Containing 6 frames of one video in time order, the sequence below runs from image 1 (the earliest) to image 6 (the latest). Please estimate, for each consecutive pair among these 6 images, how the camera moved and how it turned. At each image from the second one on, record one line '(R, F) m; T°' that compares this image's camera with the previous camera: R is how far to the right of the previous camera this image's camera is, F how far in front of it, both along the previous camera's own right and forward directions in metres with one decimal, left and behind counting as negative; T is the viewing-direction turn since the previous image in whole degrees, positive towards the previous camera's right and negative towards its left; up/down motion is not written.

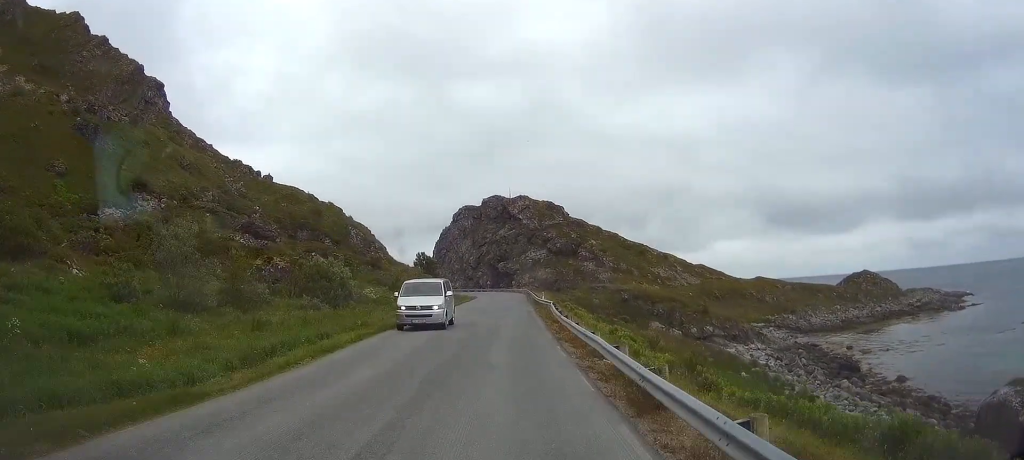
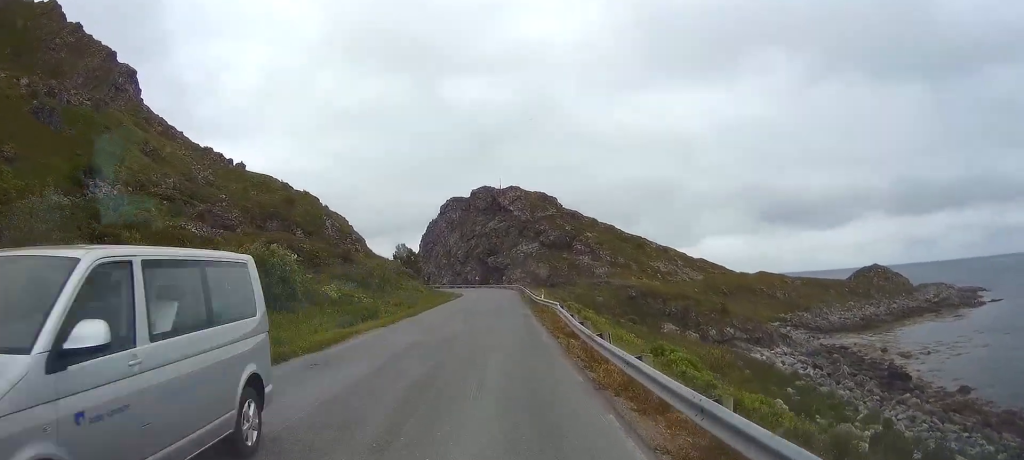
(+0.1, +10.7) m; +1°
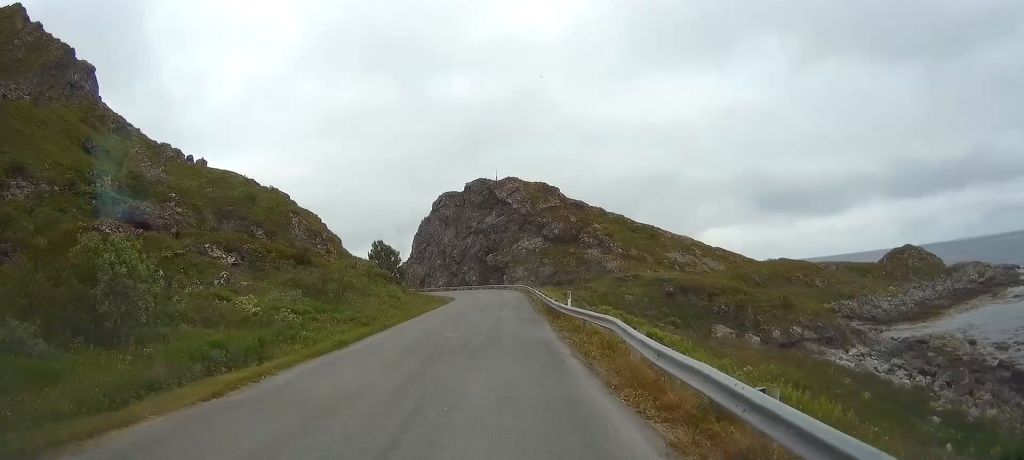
(+0.1, +16.6) m; +1°
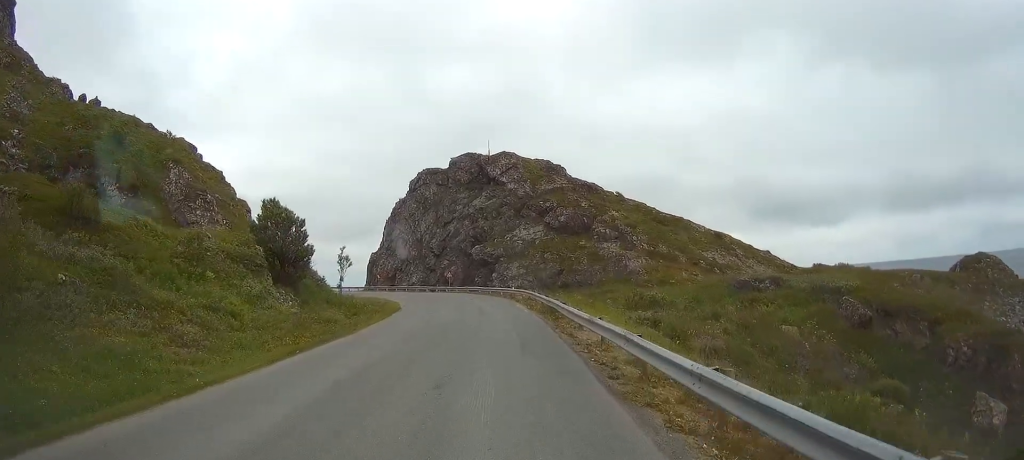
(+0.1, +34.4) m; +1°
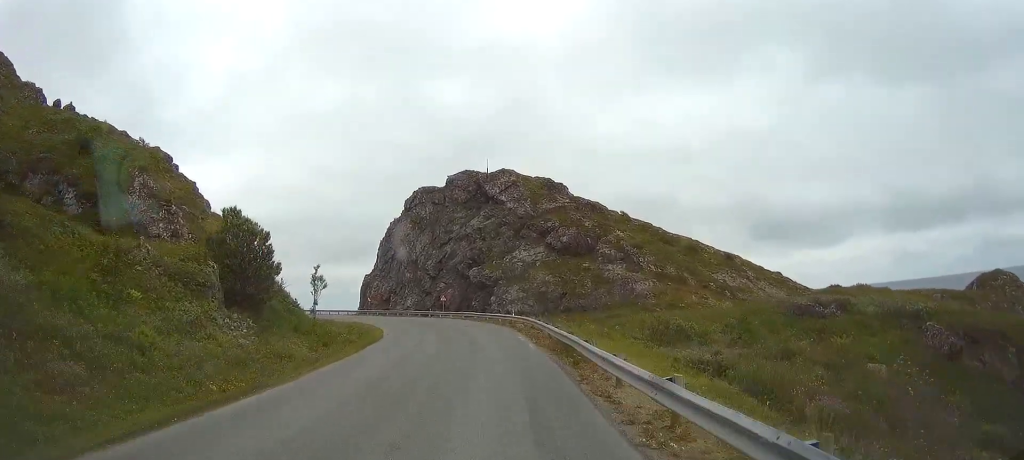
(0.0, +6.4) m; 0°
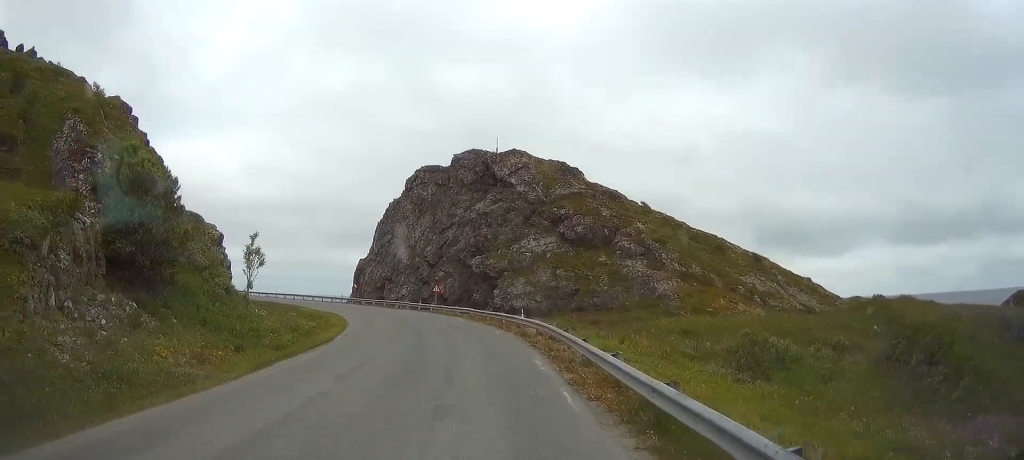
(0.0, +11.7) m; -1°
